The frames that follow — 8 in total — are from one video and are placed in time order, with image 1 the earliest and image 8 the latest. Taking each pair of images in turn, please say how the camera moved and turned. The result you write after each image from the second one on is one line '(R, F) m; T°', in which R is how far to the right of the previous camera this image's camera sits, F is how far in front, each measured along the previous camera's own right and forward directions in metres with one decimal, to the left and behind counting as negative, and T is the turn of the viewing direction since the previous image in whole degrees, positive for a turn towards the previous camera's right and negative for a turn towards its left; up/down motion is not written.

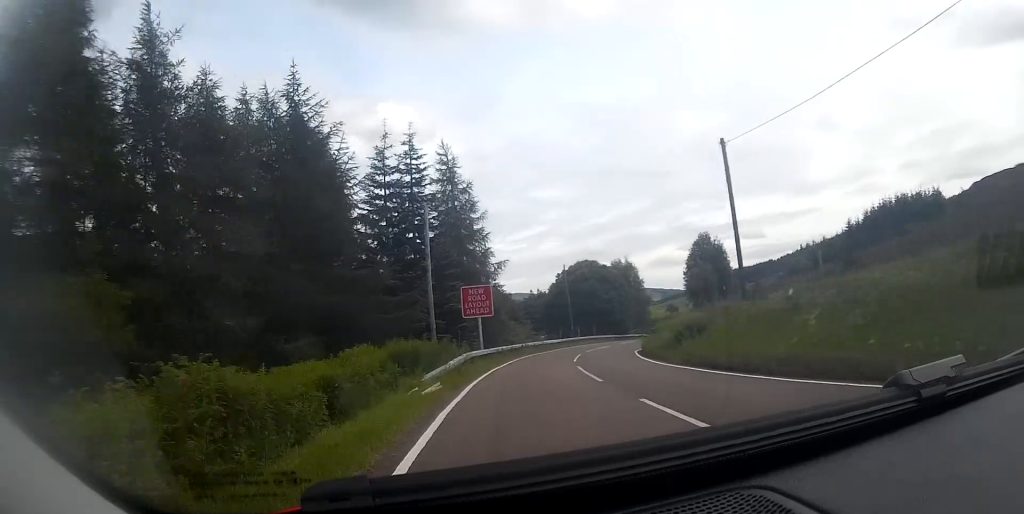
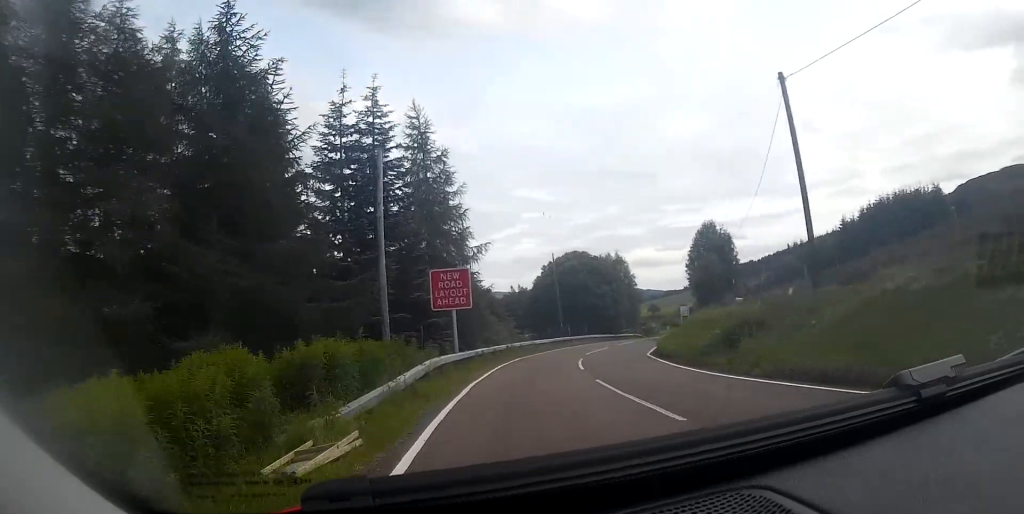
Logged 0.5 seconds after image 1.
(+0.2, +7.0) m; +3°
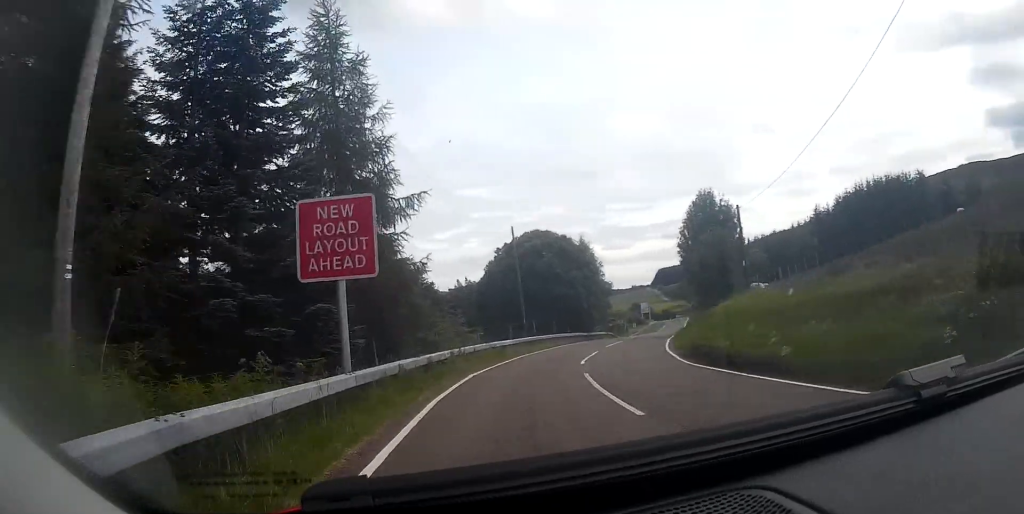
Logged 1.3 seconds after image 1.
(+0.5, +11.6) m; +5°
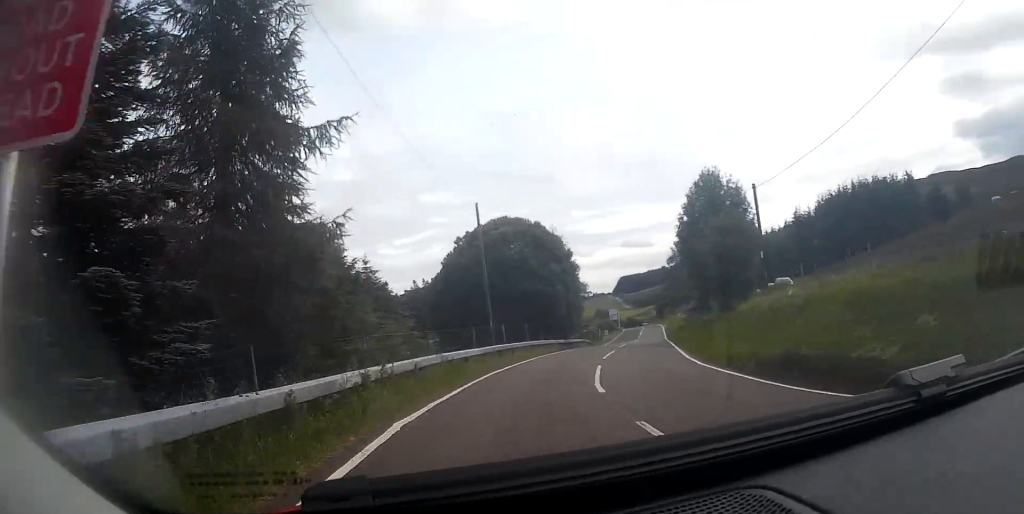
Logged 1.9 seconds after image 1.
(+0.1, +7.9) m; +4°
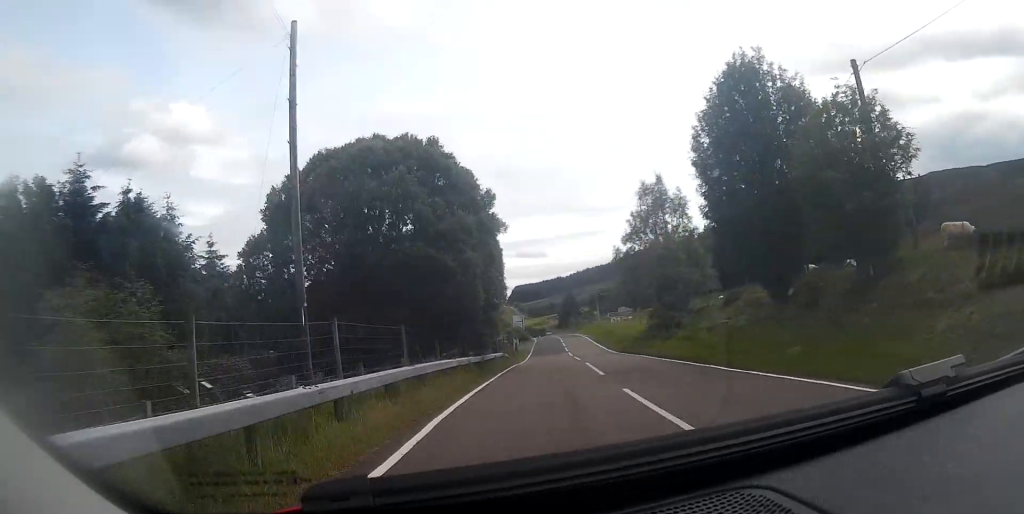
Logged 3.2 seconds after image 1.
(+1.4, +17.3) m; +8°
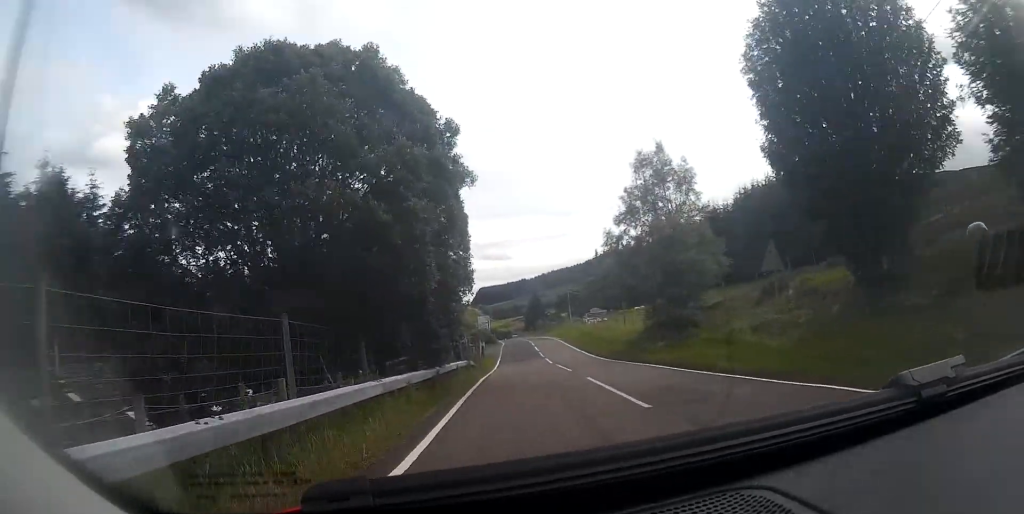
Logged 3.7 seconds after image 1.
(+0.2, +6.8) m; +3°
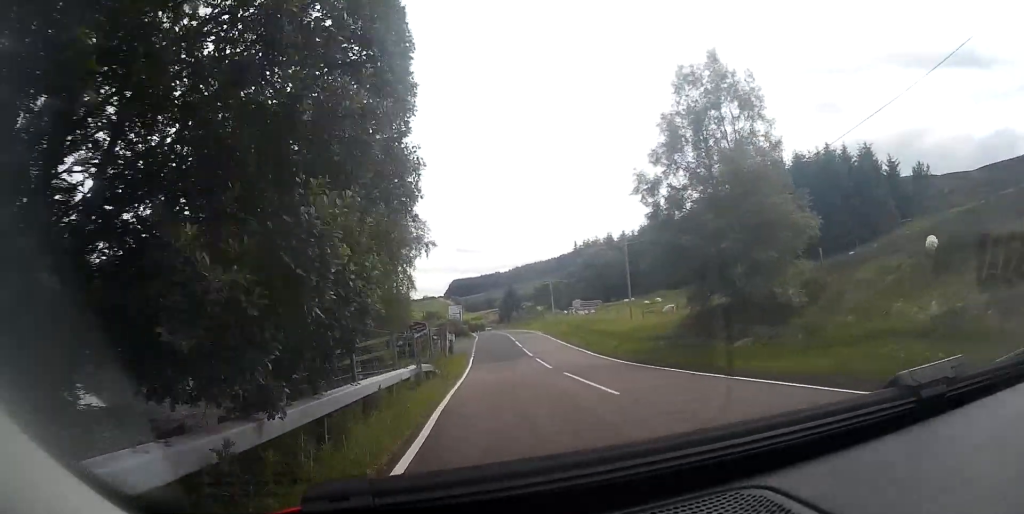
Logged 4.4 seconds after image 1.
(+0.4, +10.1) m; +3°
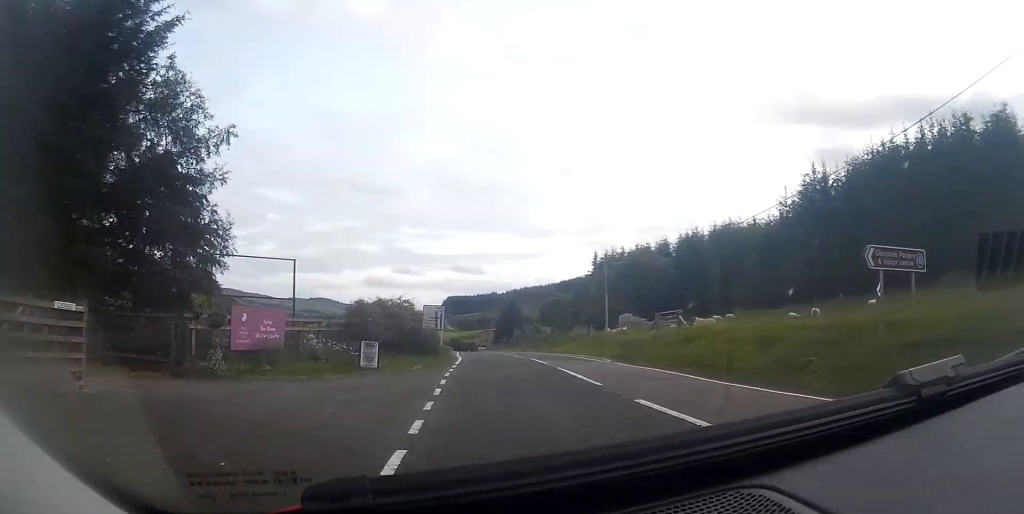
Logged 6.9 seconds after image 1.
(+1.2, +36.0) m; +2°
